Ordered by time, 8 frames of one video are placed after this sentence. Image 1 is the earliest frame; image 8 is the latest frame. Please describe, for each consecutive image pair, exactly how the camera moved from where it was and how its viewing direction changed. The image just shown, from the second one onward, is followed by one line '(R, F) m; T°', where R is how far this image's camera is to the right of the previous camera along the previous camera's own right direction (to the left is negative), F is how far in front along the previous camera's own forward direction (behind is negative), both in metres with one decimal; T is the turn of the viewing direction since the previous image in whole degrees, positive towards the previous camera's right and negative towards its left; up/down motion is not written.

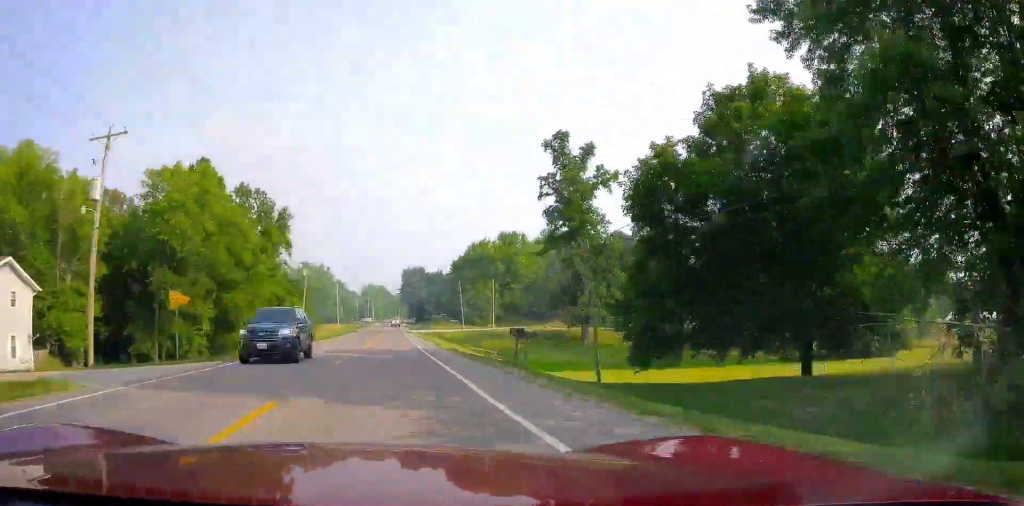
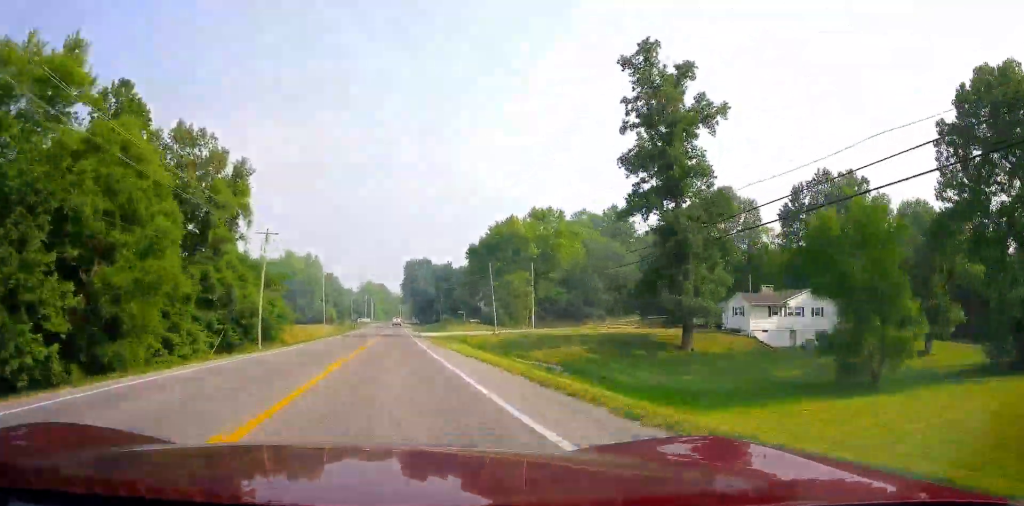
(0.0, +27.5) m; 0°
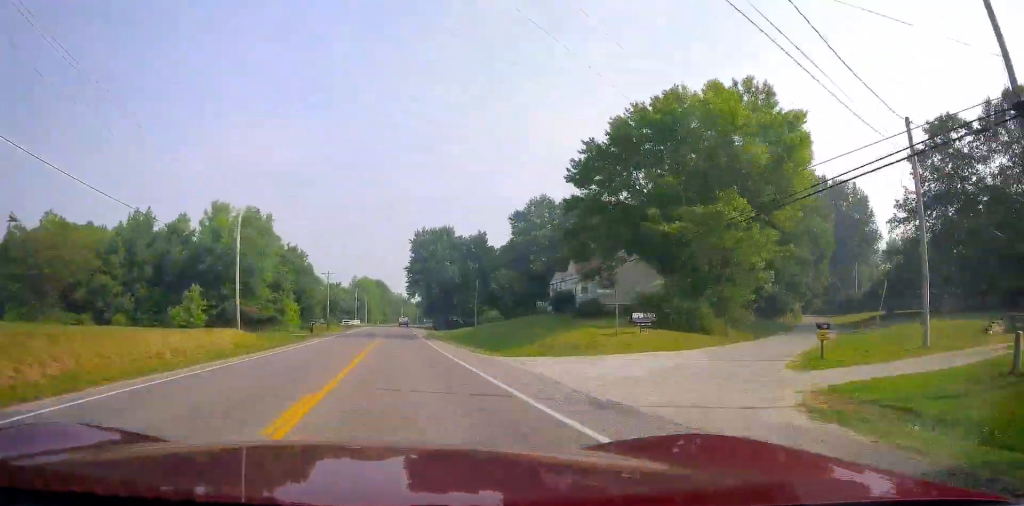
(+0.1, +57.1) m; +1°
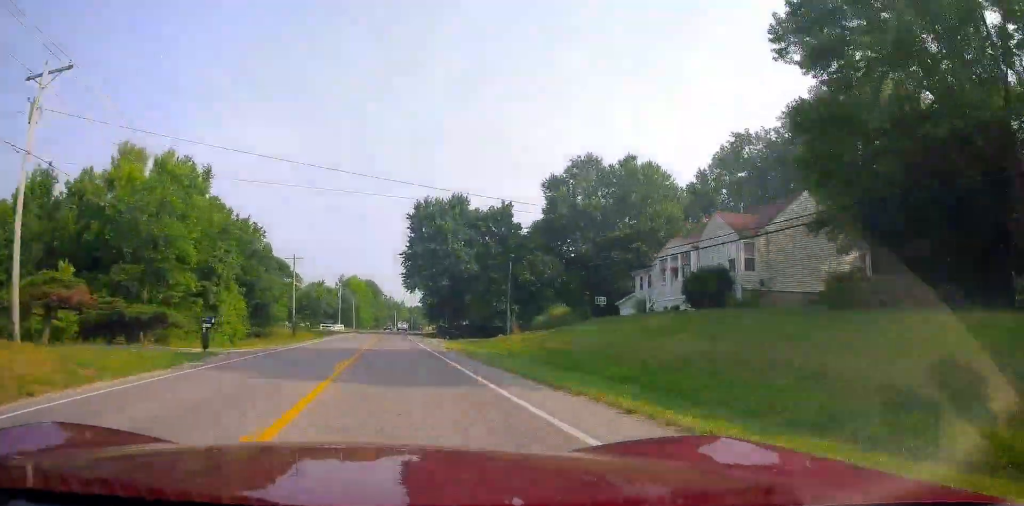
(+0.1, +27.8) m; 0°
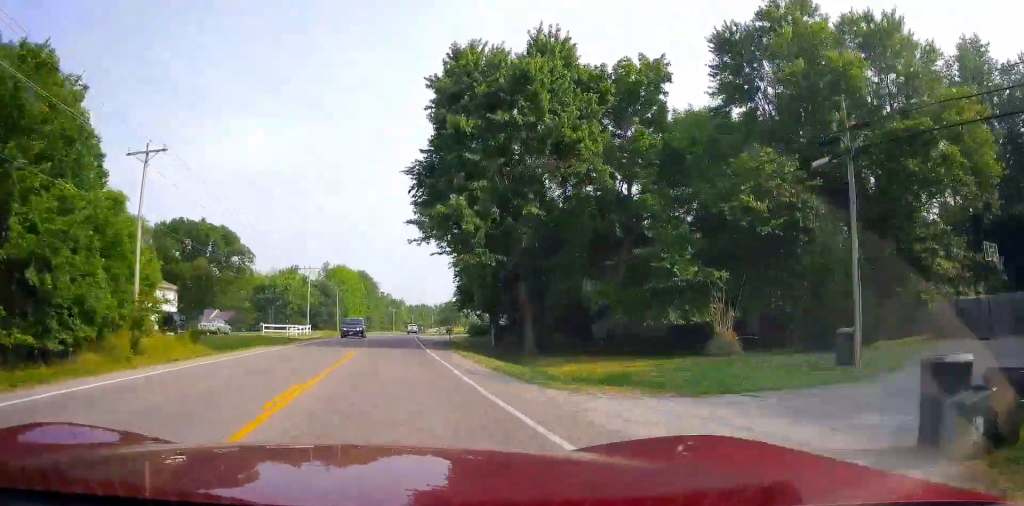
(+0.3, +43.7) m; 0°
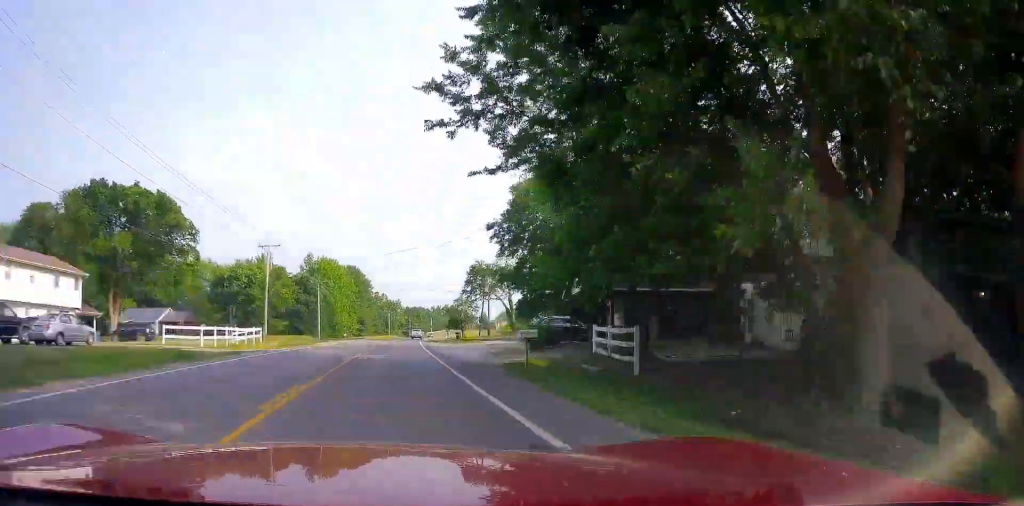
(-0.2, +24.6) m; +1°
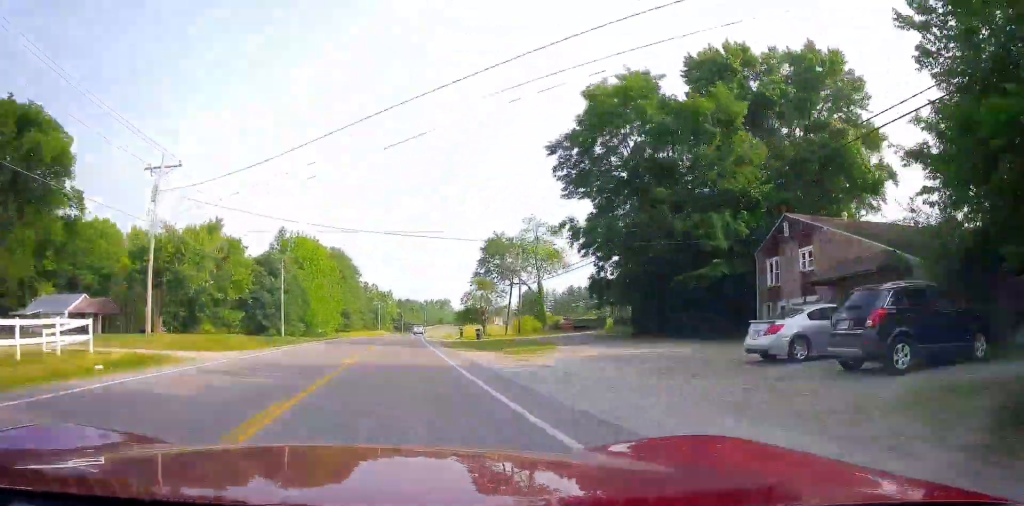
(-0.4, +26.4) m; +1°
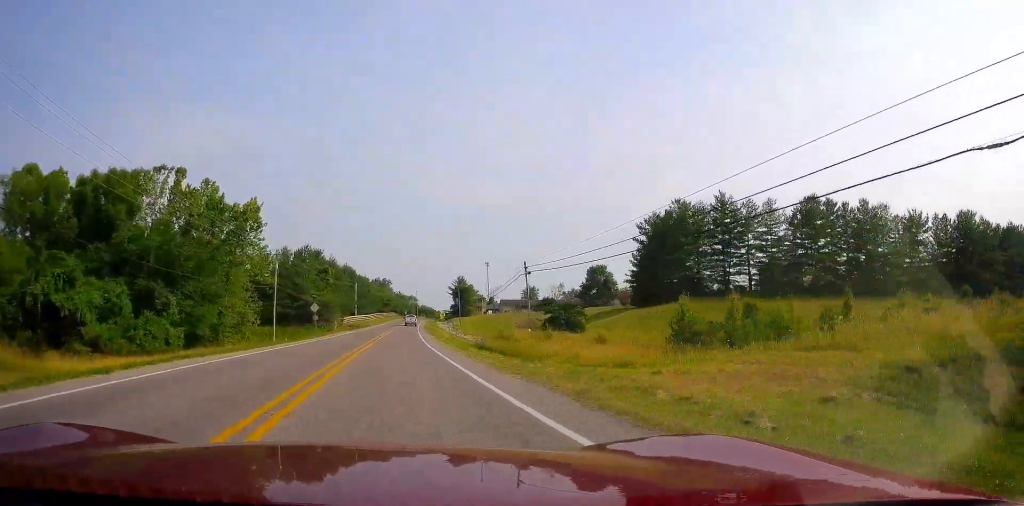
(+7.7, +166.0) m; +6°
